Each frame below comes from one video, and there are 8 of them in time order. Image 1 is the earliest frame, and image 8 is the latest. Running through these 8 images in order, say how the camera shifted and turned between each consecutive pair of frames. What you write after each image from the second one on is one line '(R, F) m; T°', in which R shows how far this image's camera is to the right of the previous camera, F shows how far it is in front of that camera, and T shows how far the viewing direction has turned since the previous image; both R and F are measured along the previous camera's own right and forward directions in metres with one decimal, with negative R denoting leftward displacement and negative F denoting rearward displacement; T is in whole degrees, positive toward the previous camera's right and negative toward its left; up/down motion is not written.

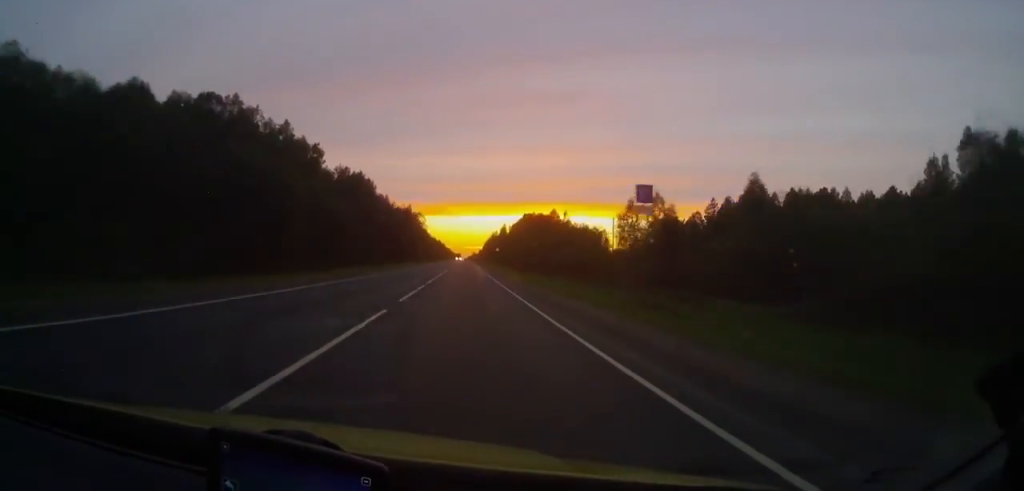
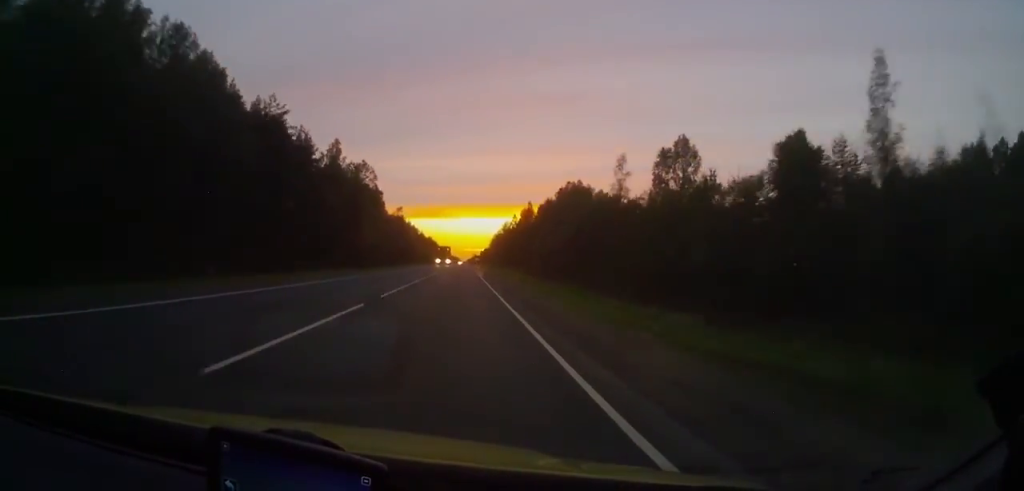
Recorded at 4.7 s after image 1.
(+2.1, +135.2) m; +1°
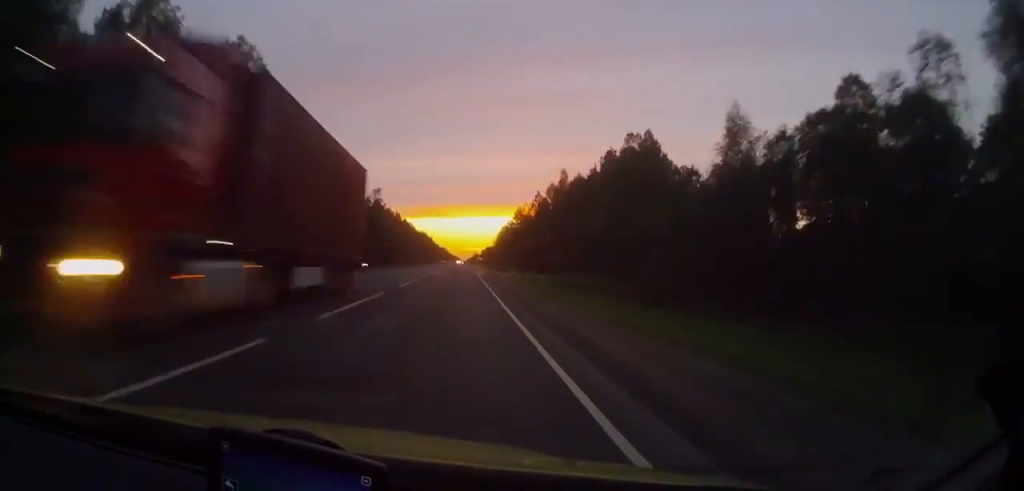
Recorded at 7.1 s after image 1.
(+1.9, +68.7) m; 0°
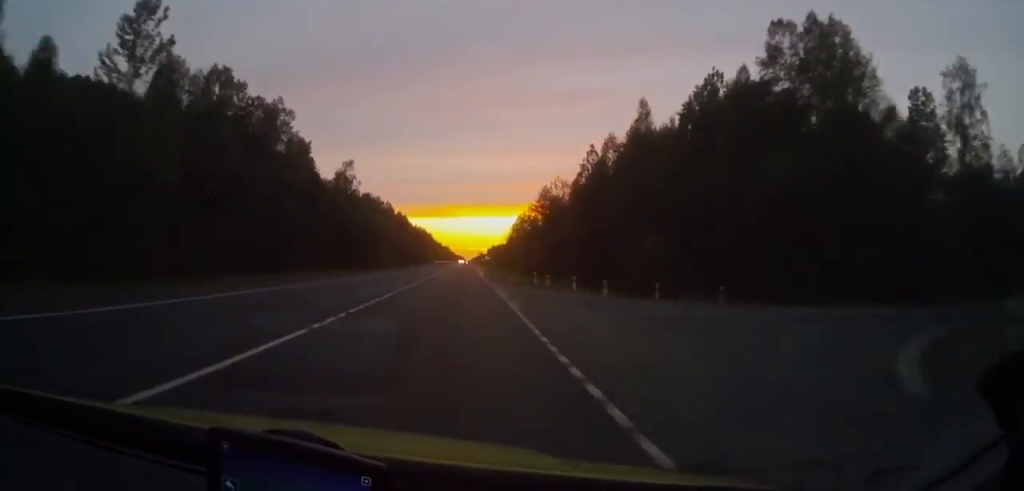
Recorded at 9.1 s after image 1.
(-2.2, +55.9) m; -1°
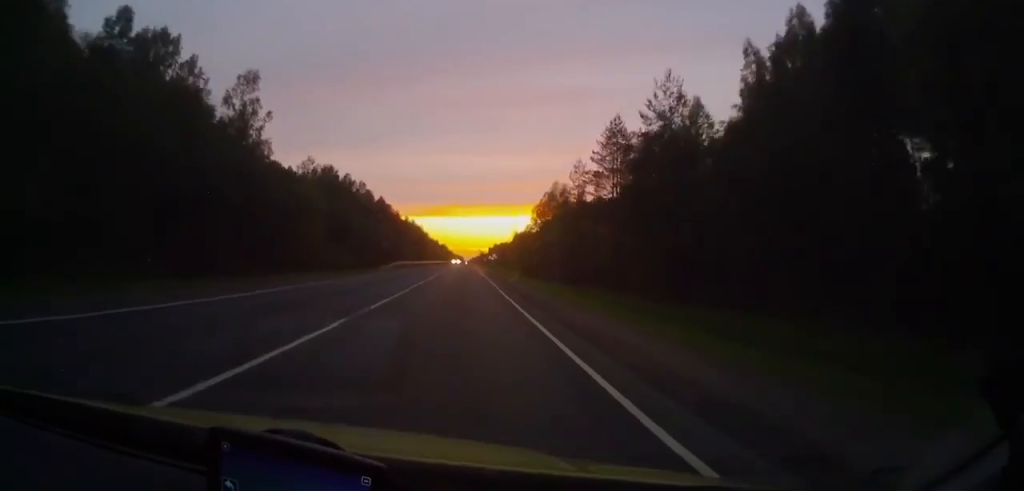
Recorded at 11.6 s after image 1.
(-1.3, +70.7) m; -1°
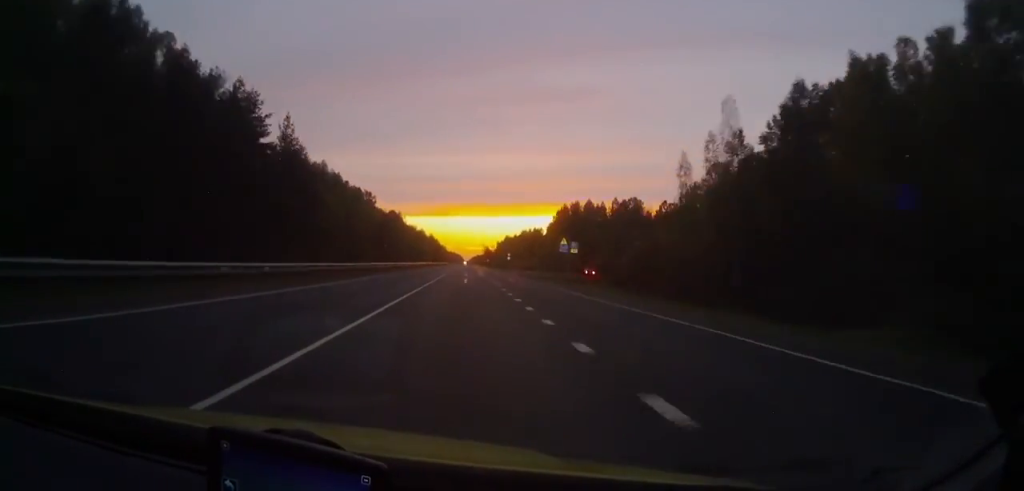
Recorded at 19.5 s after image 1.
(+3.0, +217.1) m; +1°
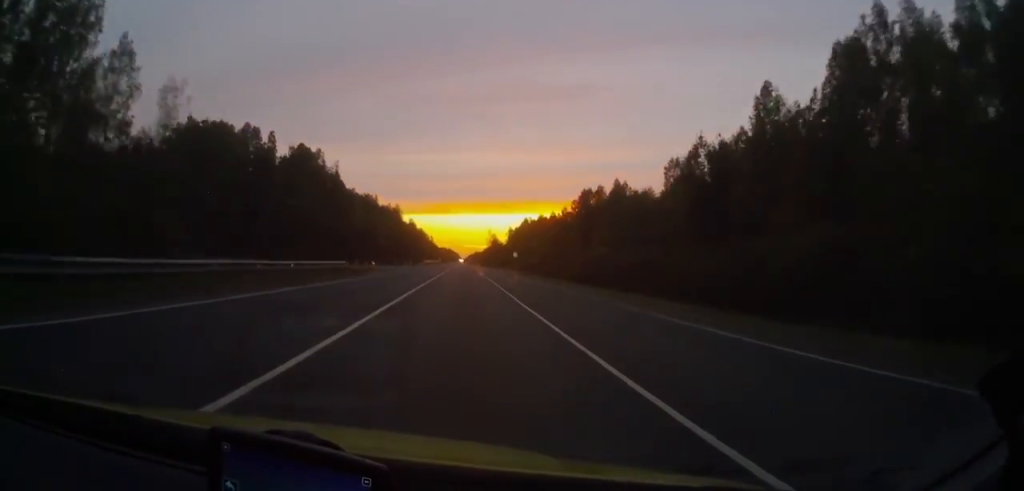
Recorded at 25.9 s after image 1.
(-0.2, +175.1) m; 0°
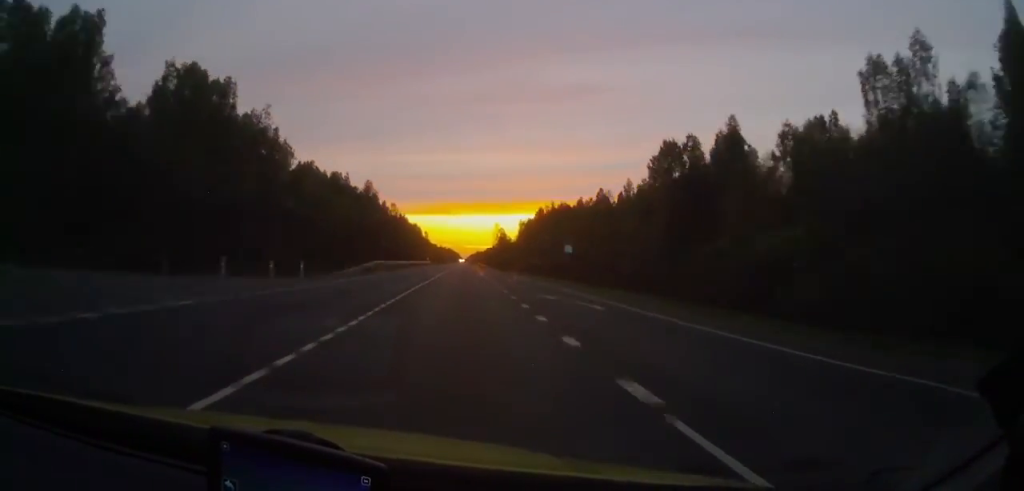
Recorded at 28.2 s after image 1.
(+0.1, +60.3) m; 0°
